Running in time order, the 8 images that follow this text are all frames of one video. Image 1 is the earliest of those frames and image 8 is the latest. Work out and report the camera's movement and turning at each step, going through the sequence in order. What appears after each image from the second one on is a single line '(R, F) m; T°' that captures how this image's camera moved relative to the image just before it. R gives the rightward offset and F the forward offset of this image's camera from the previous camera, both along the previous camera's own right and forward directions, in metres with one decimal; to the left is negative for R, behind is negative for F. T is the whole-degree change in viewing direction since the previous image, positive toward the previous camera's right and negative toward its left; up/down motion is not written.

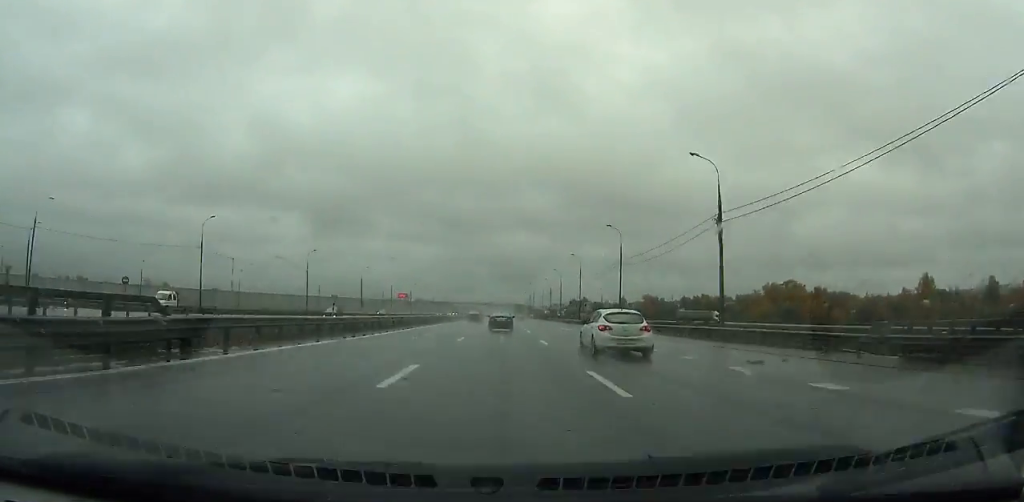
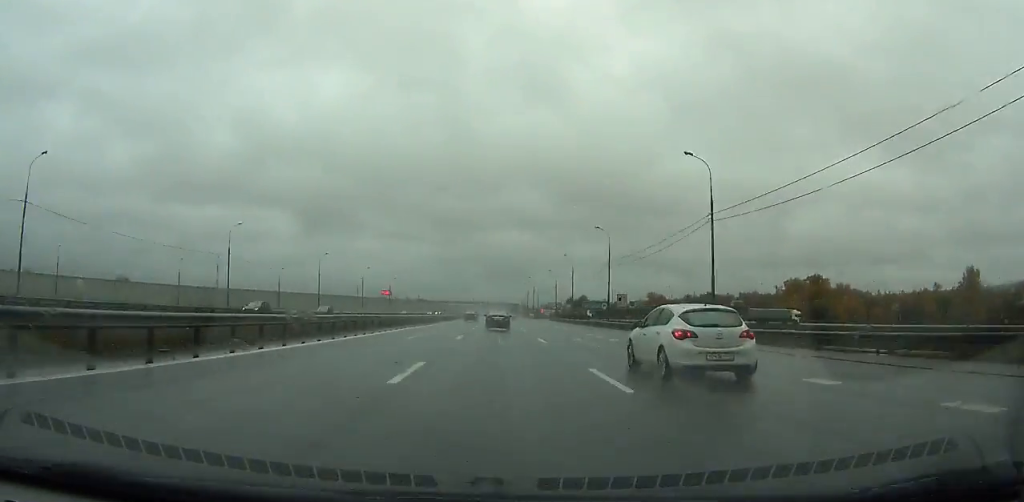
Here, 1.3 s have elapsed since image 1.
(0.0, +30.1) m; 0°
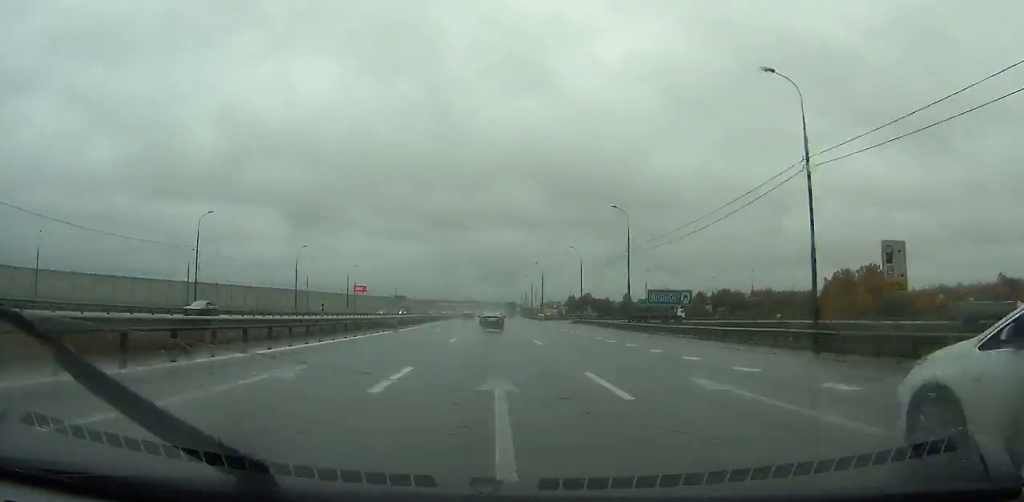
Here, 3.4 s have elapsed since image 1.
(+0.2, +49.2) m; 0°
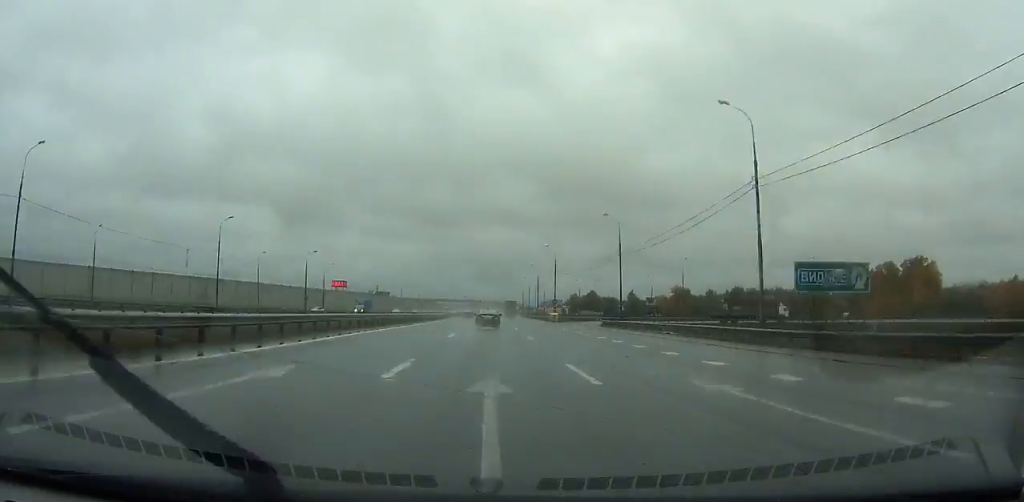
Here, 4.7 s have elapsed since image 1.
(0.0, +30.7) m; 0°
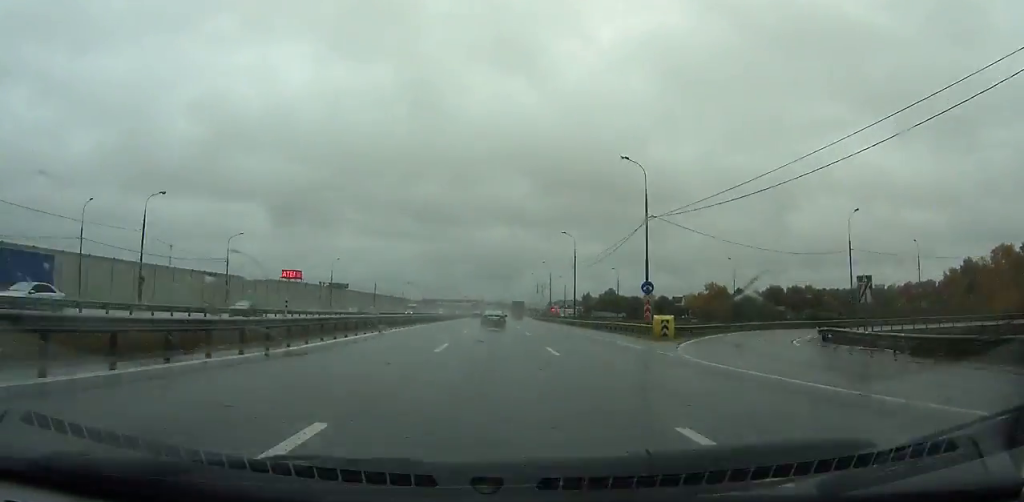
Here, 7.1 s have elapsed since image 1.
(0.0, +57.3) m; 0°
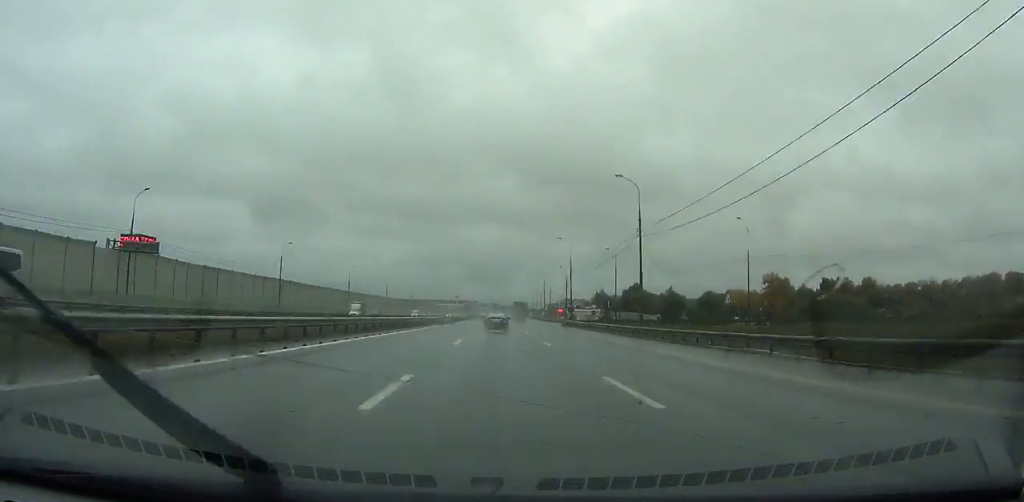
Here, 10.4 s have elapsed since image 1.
(+0.2, +75.8) m; 0°
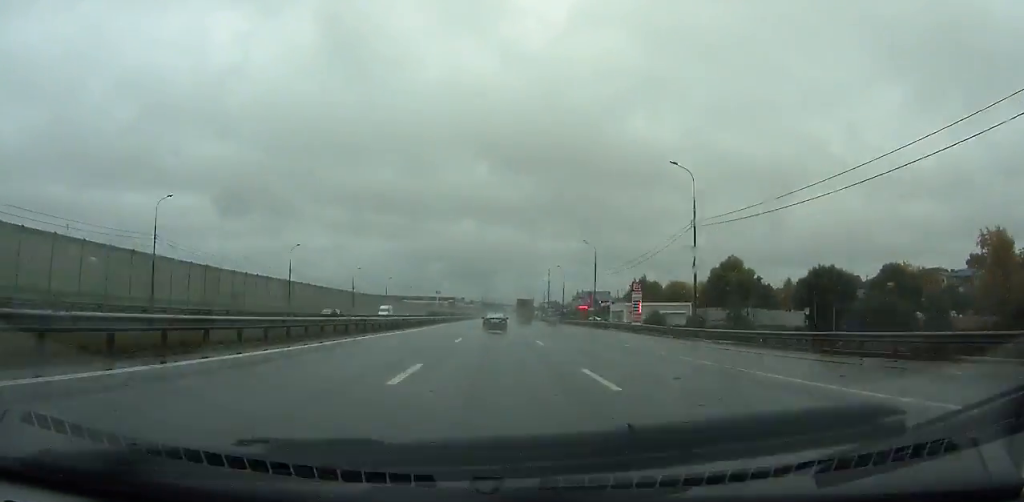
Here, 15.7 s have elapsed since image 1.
(+0.6, +121.4) m; +1°
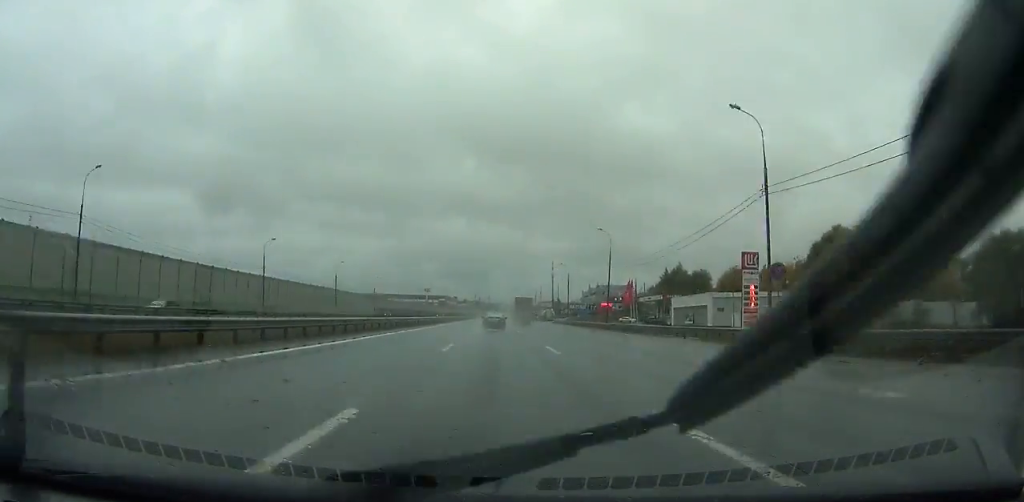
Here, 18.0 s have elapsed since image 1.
(+0.3, +52.0) m; 0°
